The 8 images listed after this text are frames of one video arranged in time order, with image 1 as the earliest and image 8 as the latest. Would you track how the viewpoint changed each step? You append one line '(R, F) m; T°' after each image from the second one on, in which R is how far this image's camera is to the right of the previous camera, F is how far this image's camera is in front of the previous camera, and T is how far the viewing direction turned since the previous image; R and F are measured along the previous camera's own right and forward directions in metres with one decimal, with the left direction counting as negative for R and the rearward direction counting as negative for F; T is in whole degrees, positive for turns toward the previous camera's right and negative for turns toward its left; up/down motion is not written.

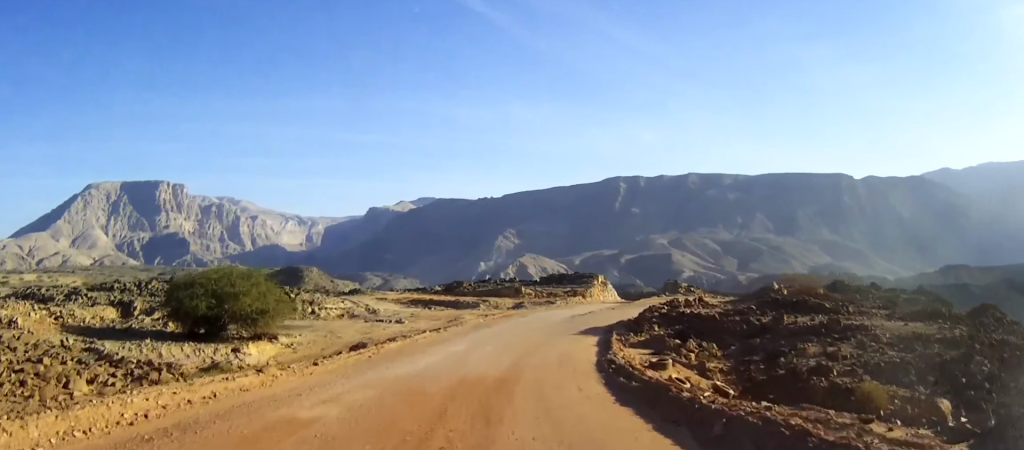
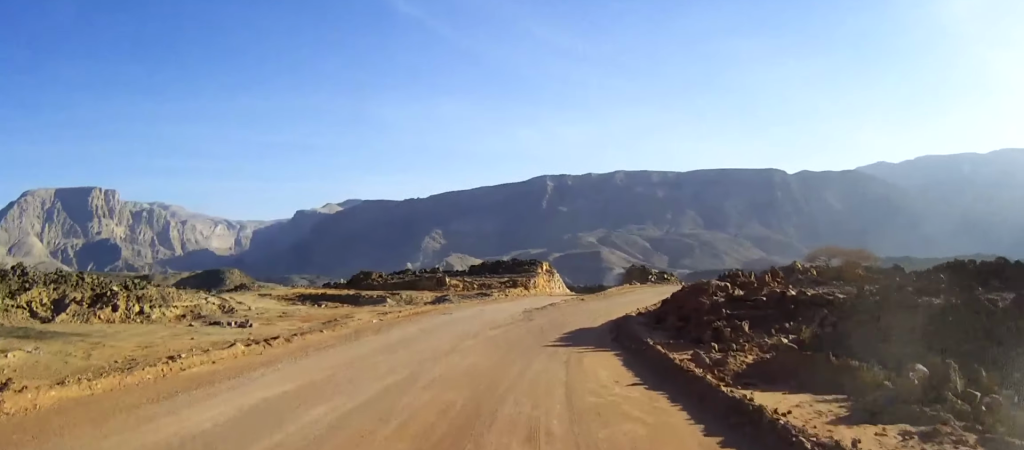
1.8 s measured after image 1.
(+0.9, +22.2) m; +6°
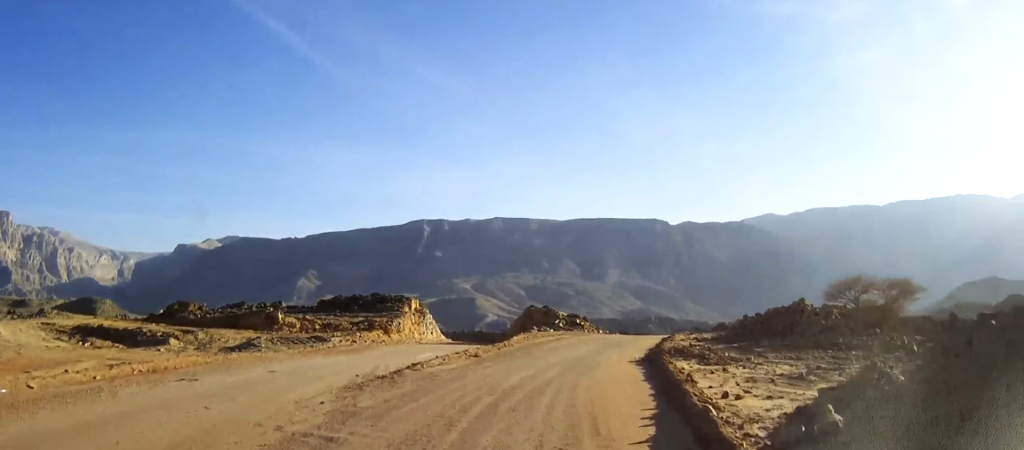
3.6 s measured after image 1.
(+1.4, +20.9) m; +11°
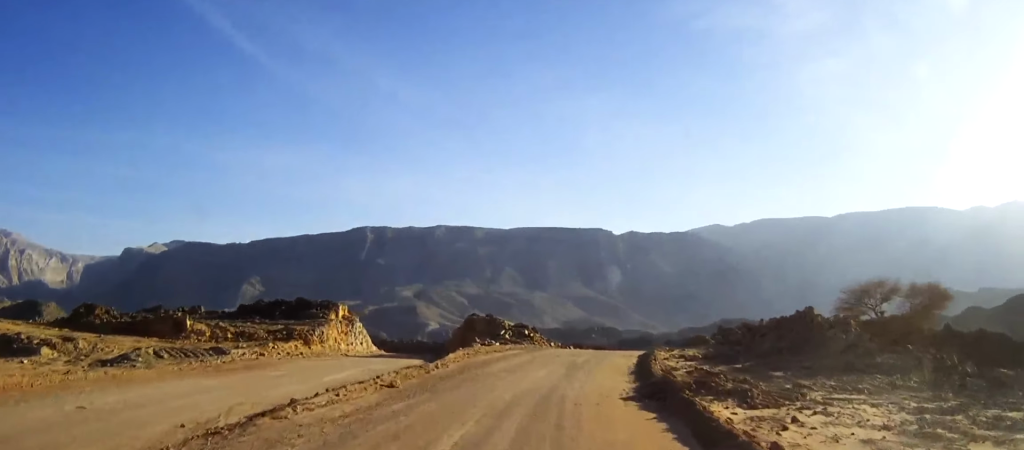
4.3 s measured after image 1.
(+0.6, +7.4) m; +3°
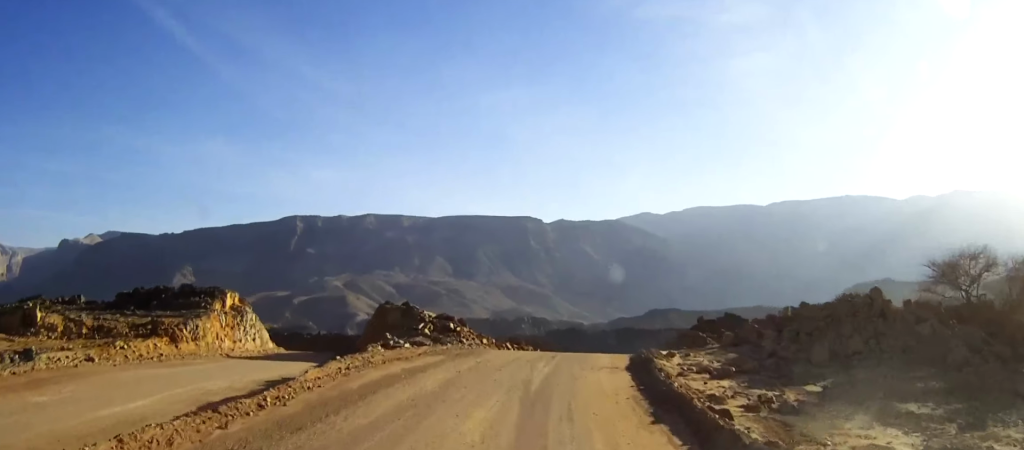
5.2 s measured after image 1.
(+0.4, +10.9) m; +4°
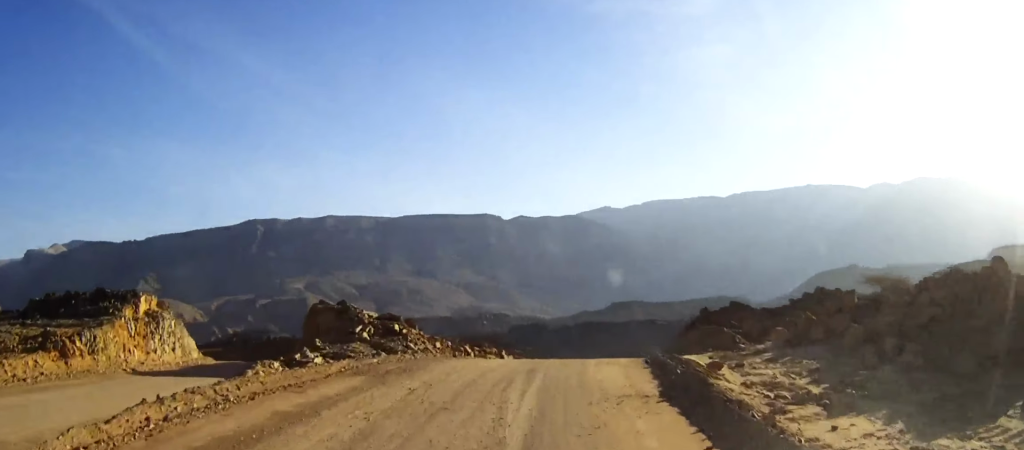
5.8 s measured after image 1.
(0.0, +7.5) m; +3°
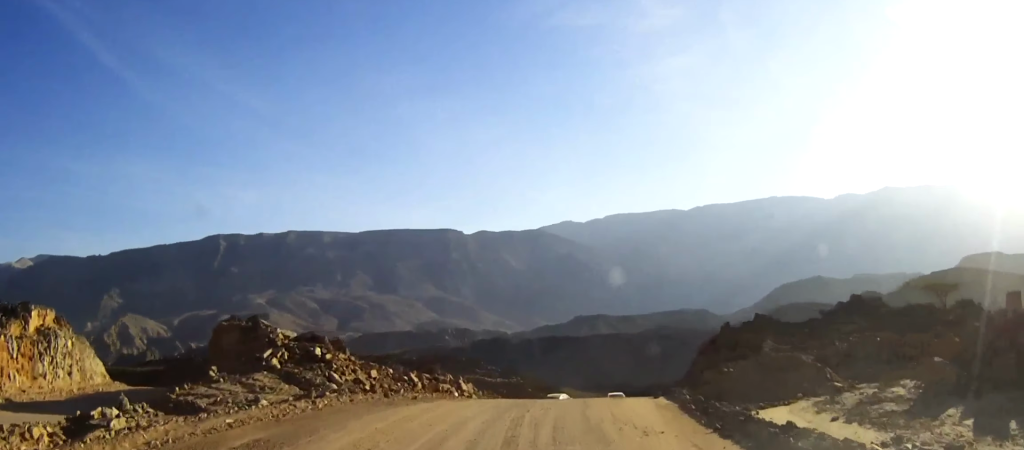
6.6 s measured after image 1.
(+0.4, +8.5) m; +4°
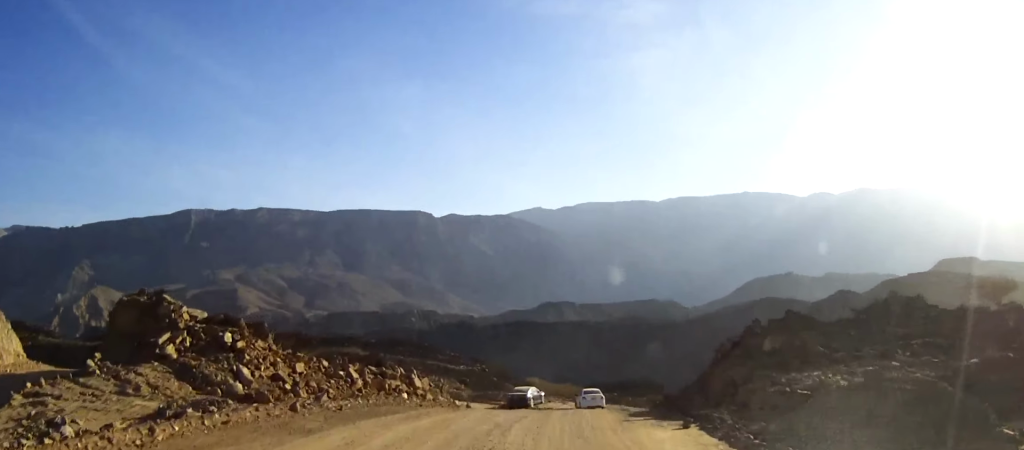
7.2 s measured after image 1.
(+0.2, +6.0) m; +3°
